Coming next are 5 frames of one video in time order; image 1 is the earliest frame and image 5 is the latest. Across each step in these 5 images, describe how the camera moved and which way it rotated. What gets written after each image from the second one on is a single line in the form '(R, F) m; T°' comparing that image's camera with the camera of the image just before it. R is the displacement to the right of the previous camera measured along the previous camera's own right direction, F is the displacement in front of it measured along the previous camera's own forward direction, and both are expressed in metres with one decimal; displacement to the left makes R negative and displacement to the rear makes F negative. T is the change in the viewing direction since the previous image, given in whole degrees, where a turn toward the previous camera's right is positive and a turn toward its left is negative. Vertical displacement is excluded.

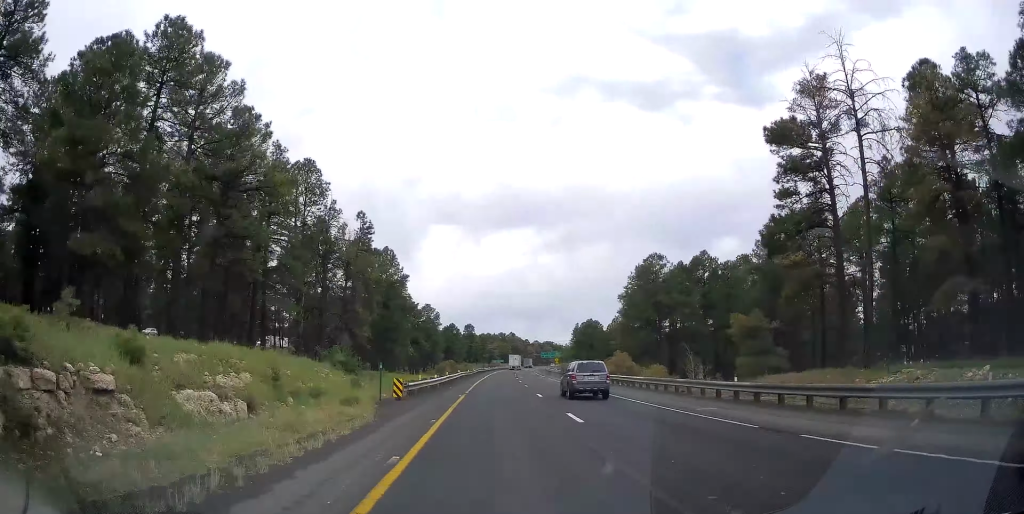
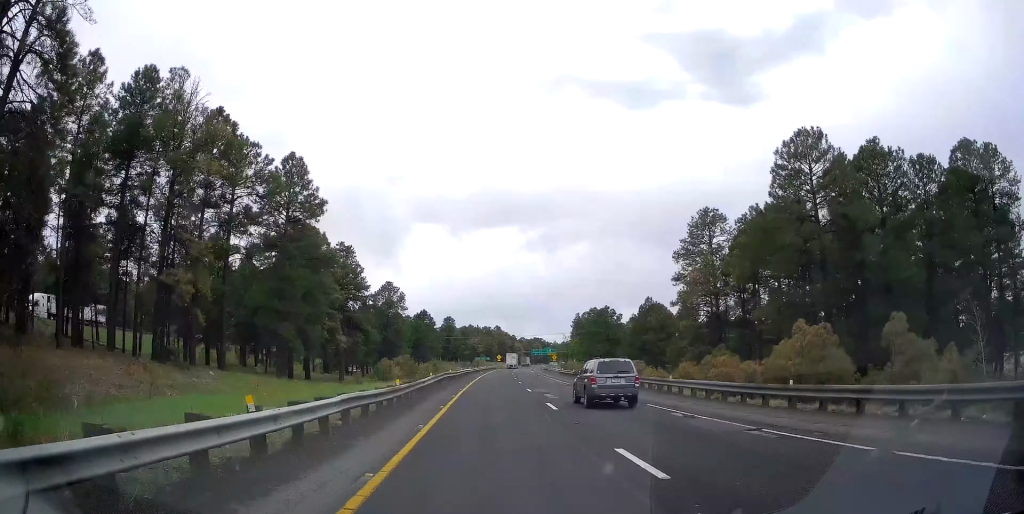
(+0.8, +41.4) m; +2°
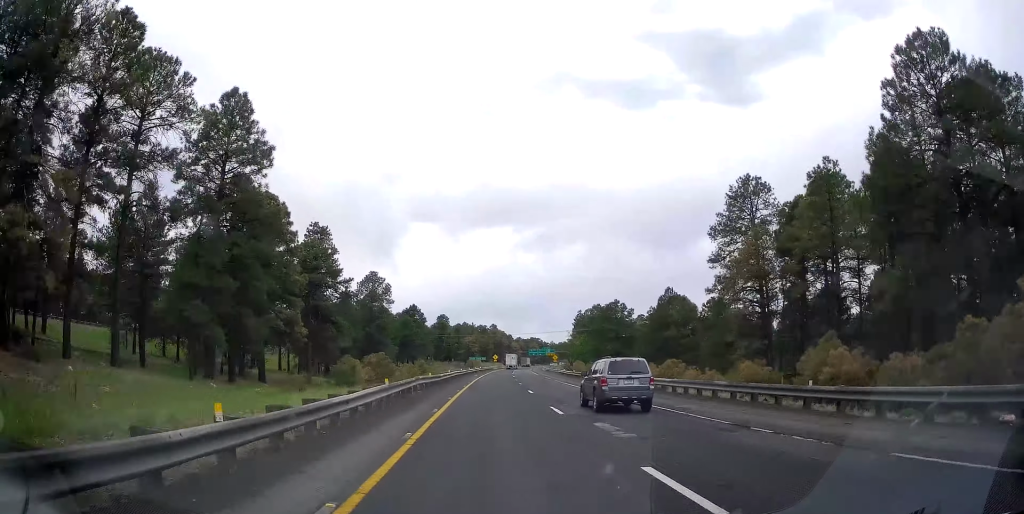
(+0.1, +12.7) m; +1°
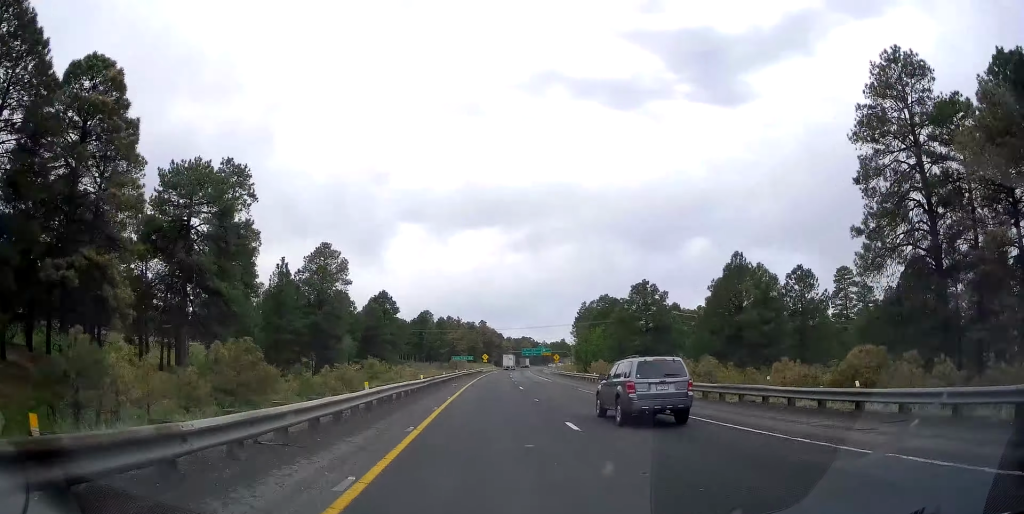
(0.0, +24.1) m; 0°
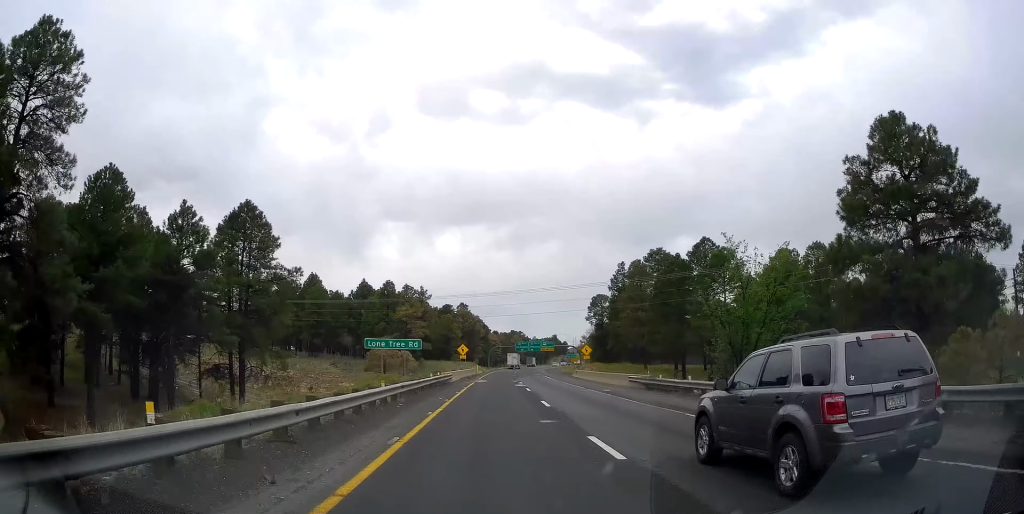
(+1.5, +82.9) m; +1°
